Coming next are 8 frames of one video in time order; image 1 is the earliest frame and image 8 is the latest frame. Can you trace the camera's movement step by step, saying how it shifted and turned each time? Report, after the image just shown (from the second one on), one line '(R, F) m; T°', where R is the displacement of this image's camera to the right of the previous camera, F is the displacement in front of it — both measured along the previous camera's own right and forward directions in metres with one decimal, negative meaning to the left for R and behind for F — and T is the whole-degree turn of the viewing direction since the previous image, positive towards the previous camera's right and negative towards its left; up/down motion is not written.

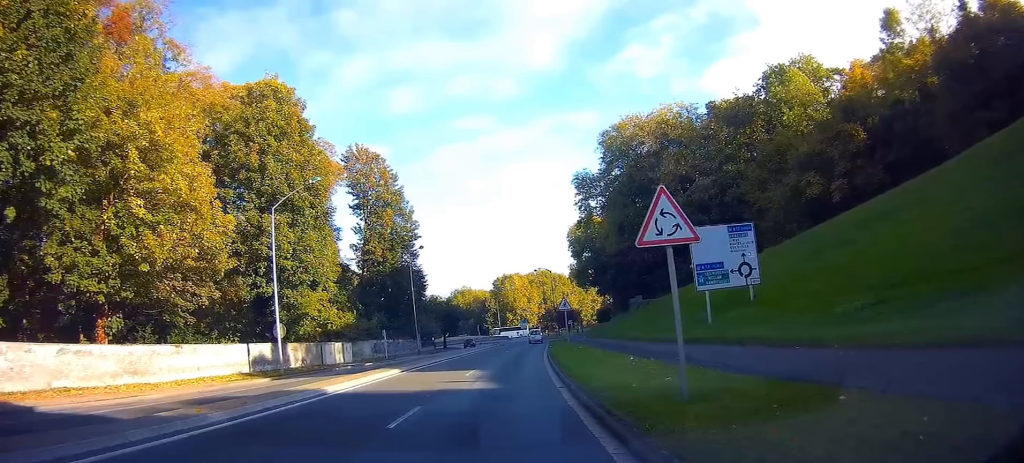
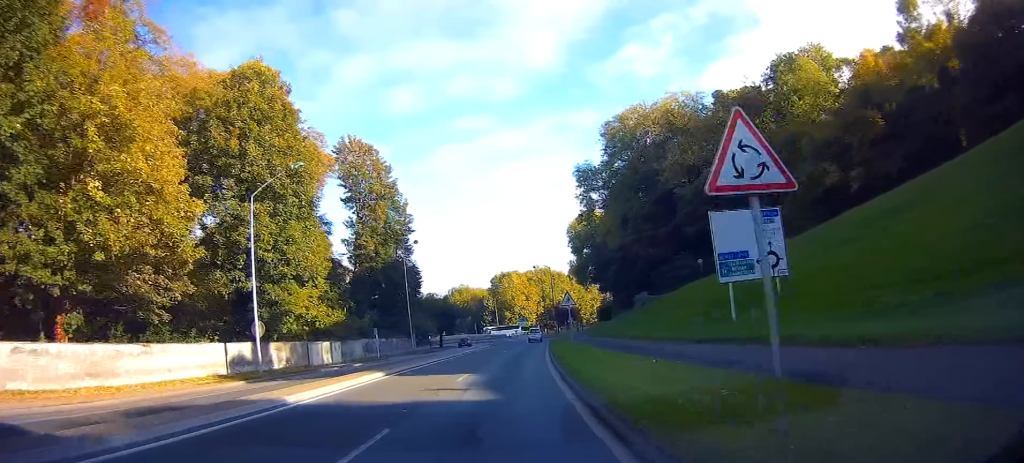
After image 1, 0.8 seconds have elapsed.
(0.0, +6.3) m; +1°
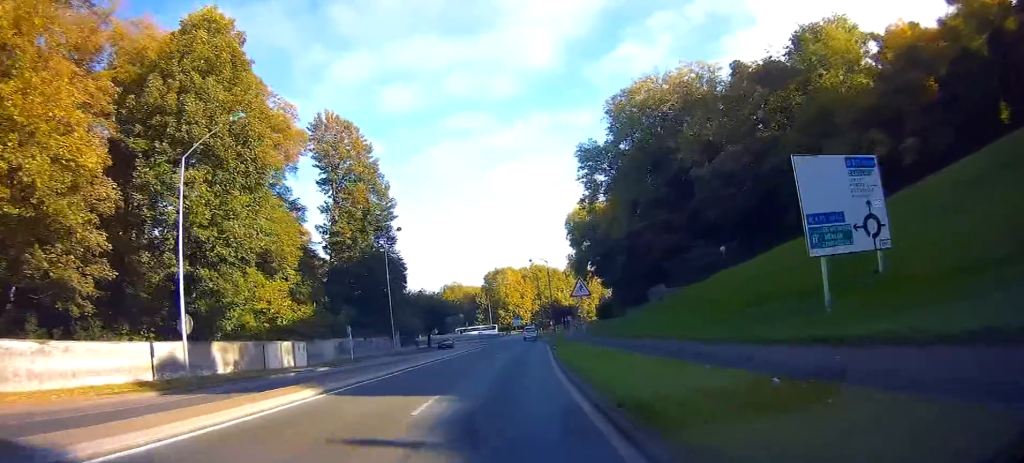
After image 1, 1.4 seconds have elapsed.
(0.0, +5.7) m; 0°
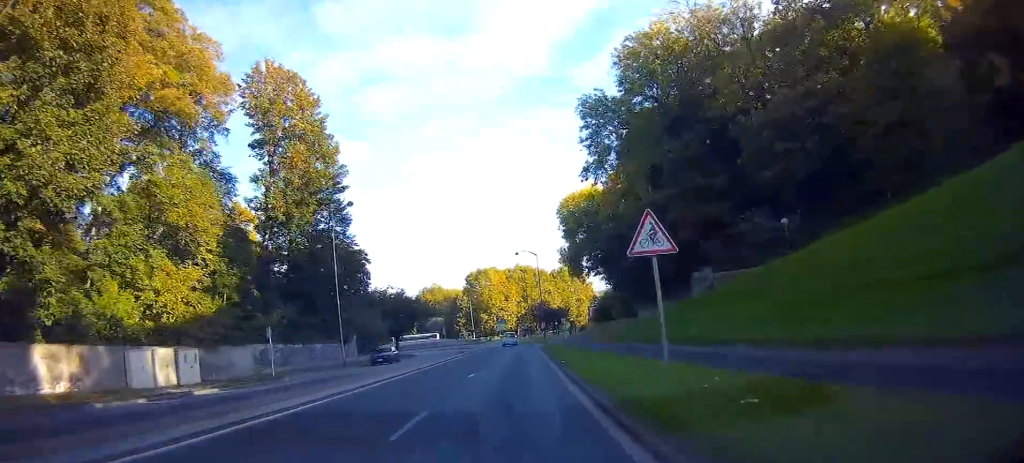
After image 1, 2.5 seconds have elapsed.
(+0.1, +11.6) m; 0°
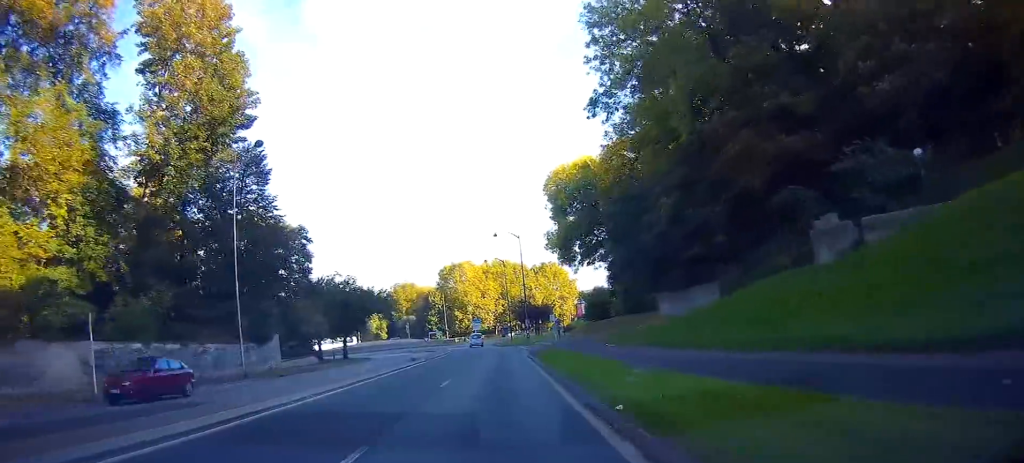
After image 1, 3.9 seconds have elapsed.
(+0.1, +13.8) m; +1°
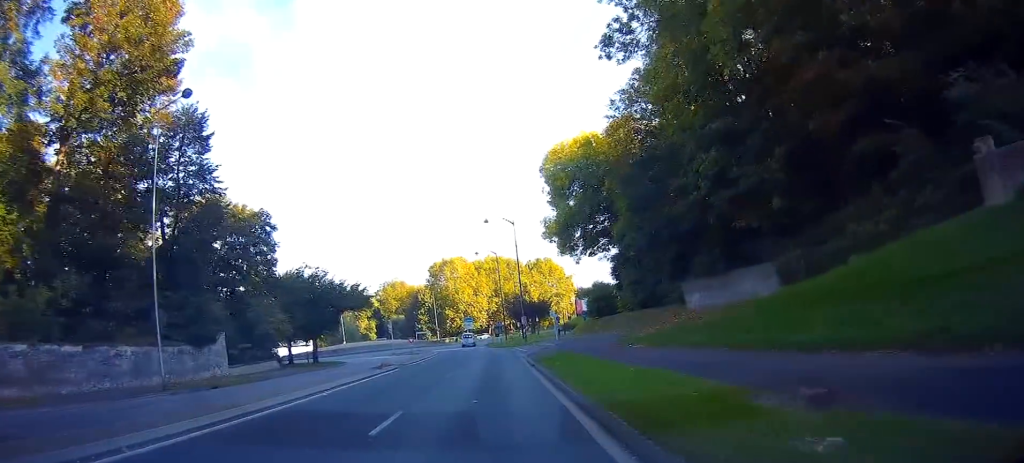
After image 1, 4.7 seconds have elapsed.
(+0.1, +7.6) m; +1°
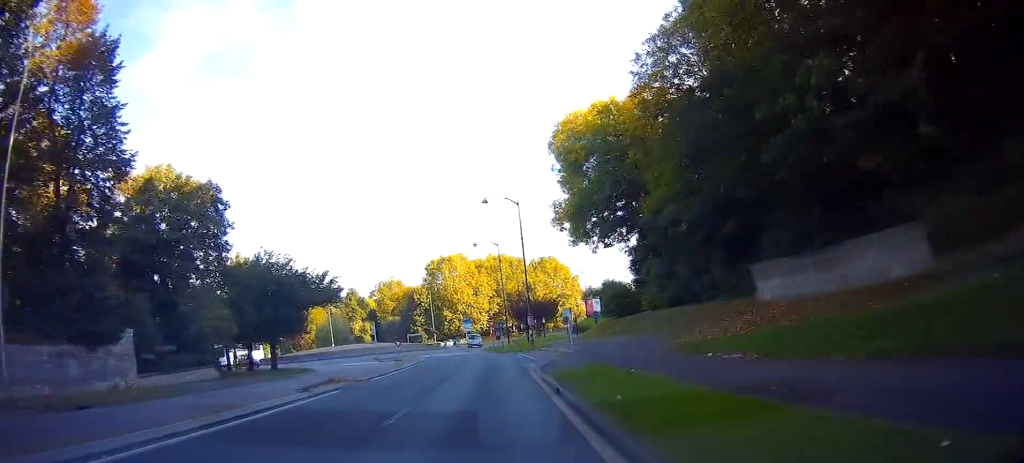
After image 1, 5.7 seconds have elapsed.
(+0.1, +9.9) m; 0°
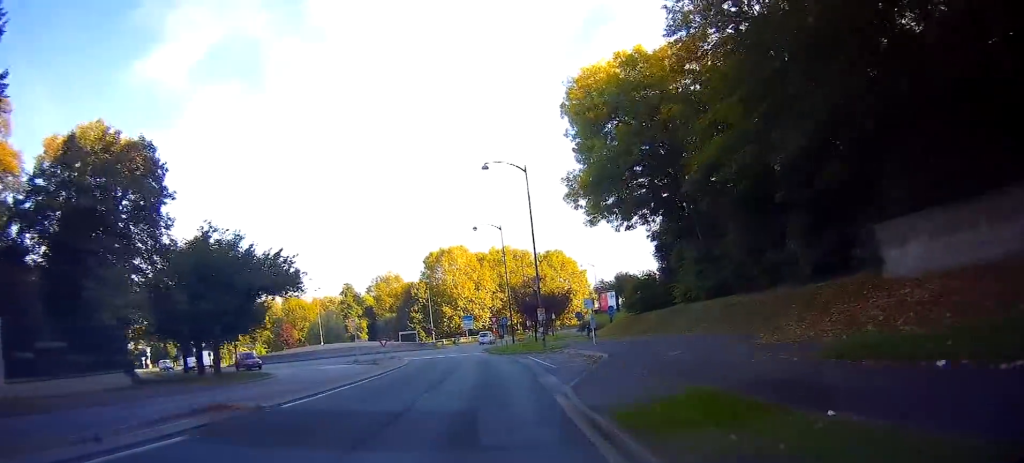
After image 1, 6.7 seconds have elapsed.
(-0.1, +9.2) m; -1°
